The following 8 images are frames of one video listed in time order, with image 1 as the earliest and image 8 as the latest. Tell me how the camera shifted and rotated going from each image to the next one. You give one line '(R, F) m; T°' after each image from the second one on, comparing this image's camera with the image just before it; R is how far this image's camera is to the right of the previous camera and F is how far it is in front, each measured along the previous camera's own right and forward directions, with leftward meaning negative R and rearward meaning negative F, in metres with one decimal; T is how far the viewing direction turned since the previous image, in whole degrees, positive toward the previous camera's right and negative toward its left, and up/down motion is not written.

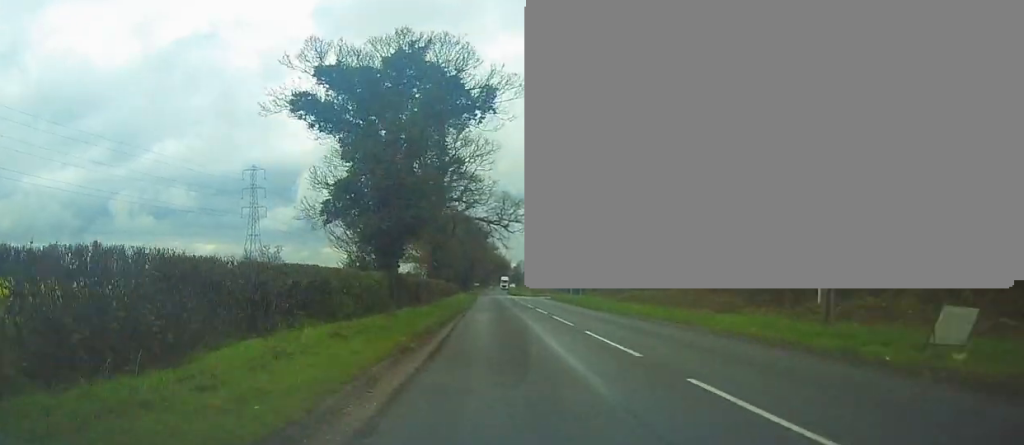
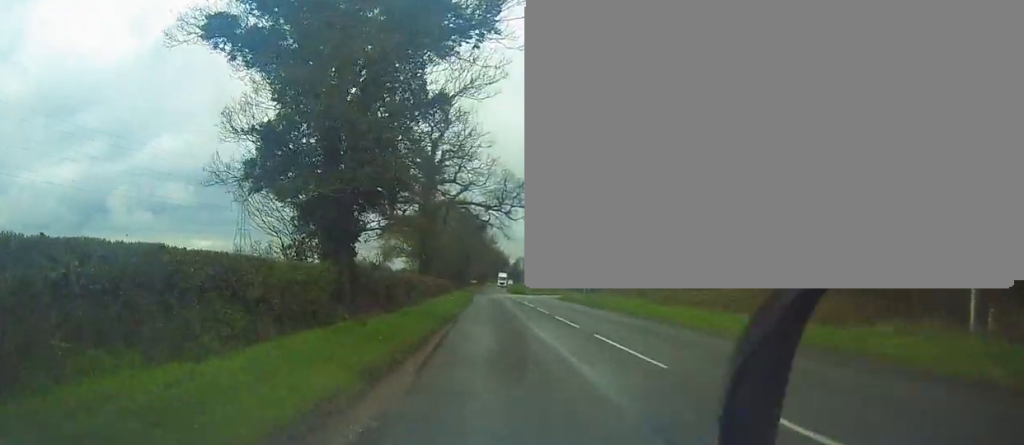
(+0.3, +10.8) m; 0°
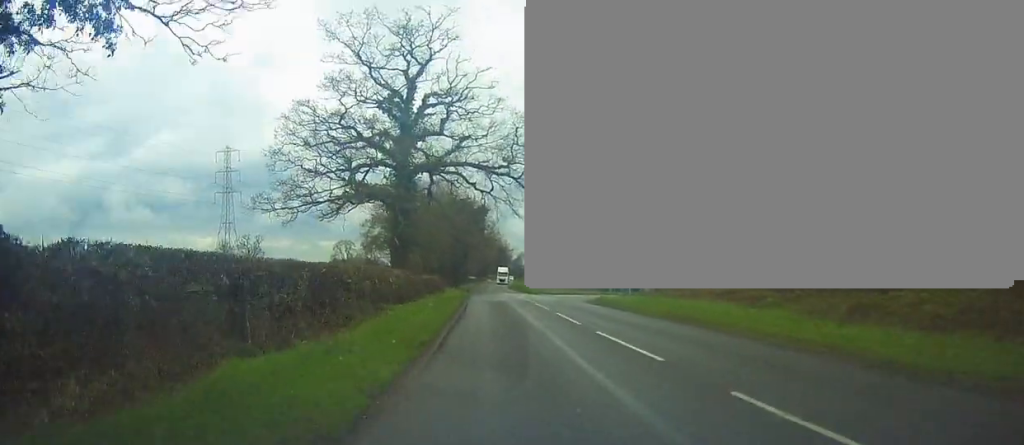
(0.0, +18.3) m; +1°
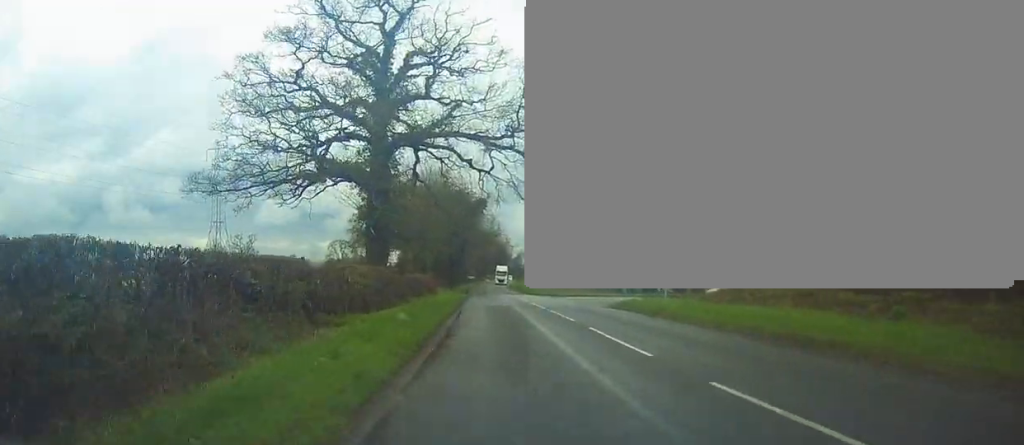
(+0.2, +8.7) m; 0°
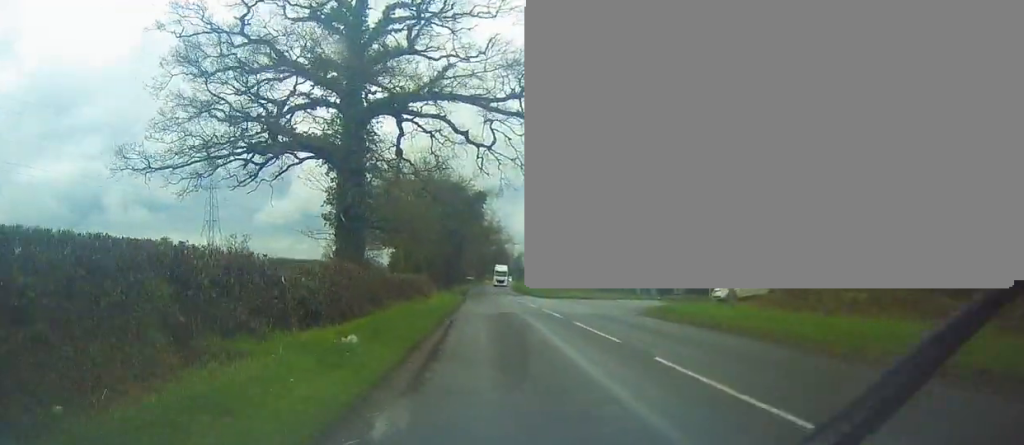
(-0.3, +6.8) m; 0°
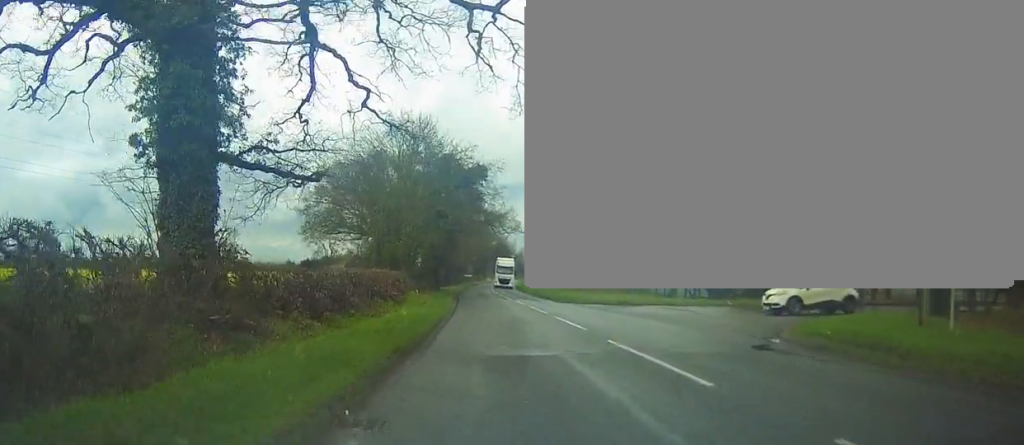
(+0.1, +15.3) m; 0°
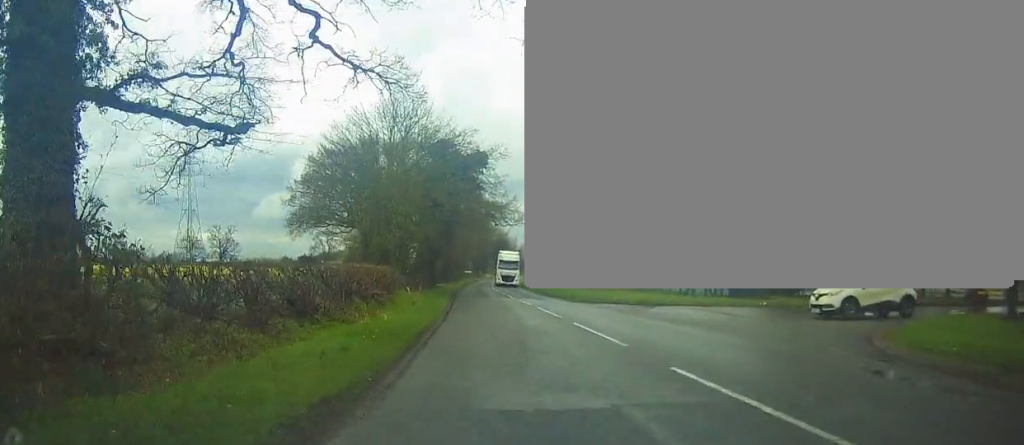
(-0.1, +5.0) m; -1°
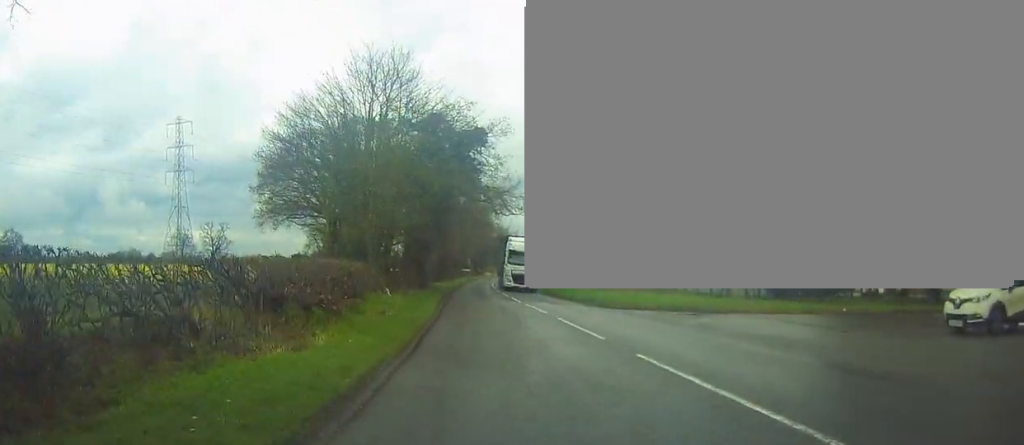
(+0.2, +7.8) m; +3°
